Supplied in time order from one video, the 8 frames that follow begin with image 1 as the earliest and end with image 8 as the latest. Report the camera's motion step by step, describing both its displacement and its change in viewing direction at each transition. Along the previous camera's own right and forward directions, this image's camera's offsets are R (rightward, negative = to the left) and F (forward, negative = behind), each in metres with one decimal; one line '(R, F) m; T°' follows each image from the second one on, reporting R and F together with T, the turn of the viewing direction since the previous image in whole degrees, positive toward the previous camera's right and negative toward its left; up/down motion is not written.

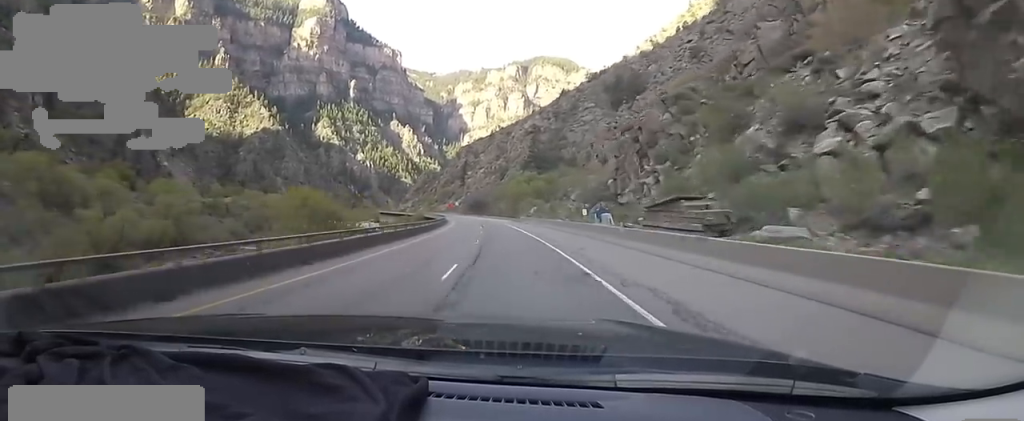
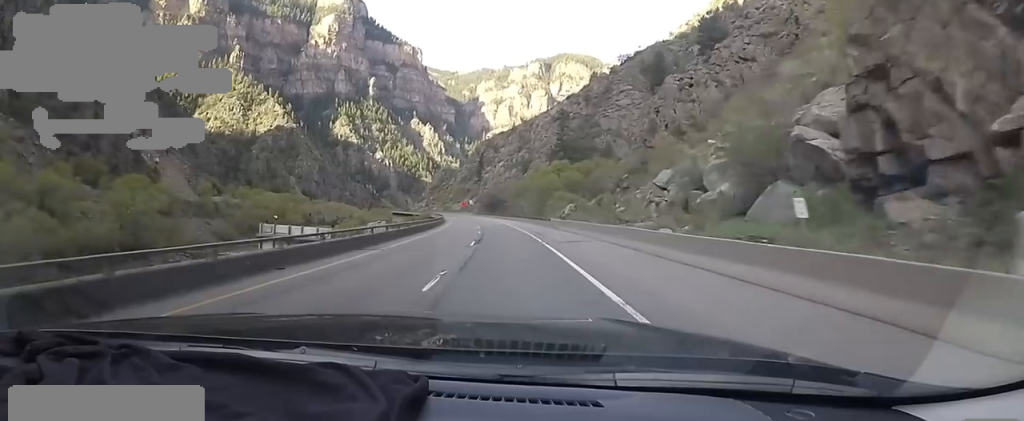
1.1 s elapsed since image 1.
(-1.0, +26.4) m; 0°
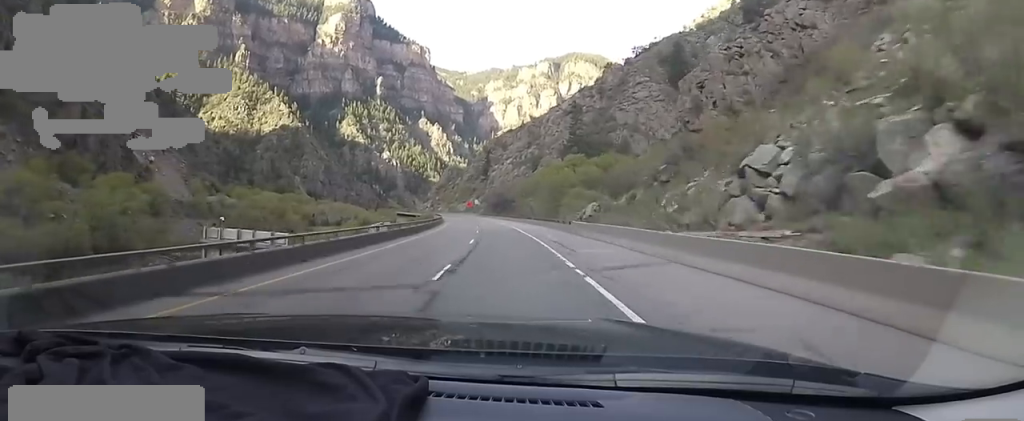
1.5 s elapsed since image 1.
(+0.8, +10.7) m; 0°
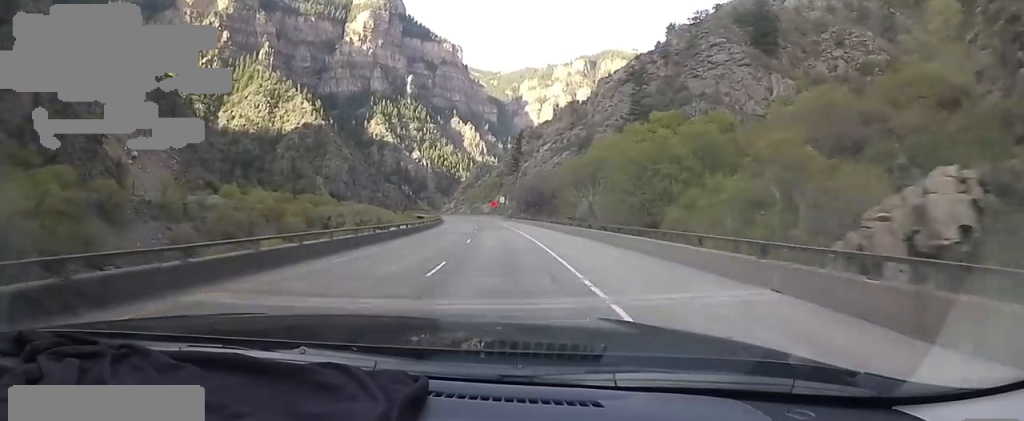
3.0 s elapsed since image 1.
(-2.1, +36.0) m; -7°
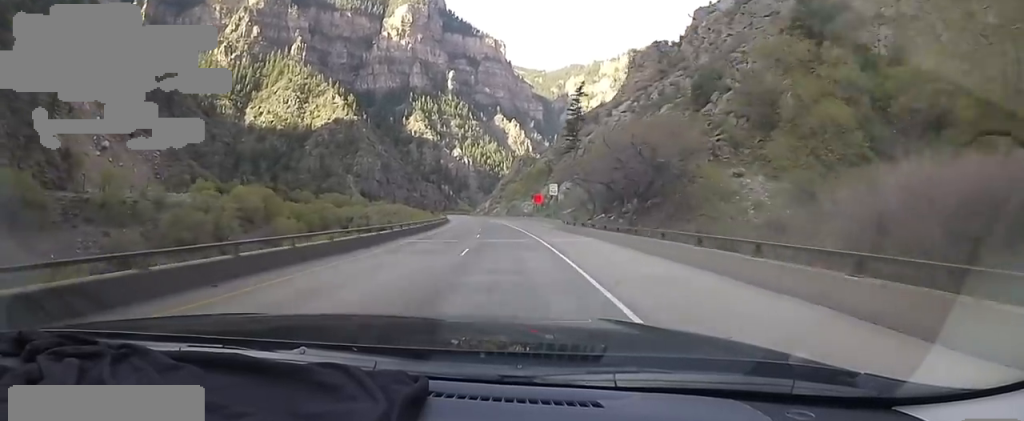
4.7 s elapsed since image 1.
(-1.3, +43.6) m; -4°
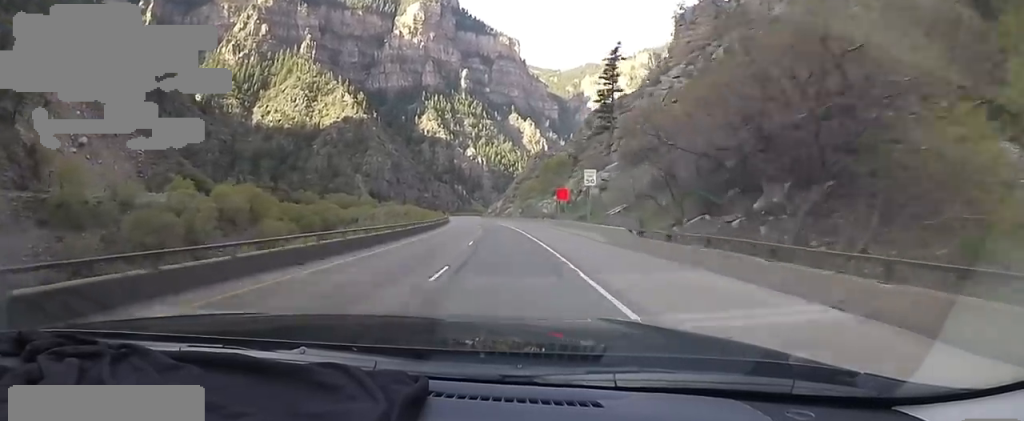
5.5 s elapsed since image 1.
(-0.7, +18.0) m; -3°
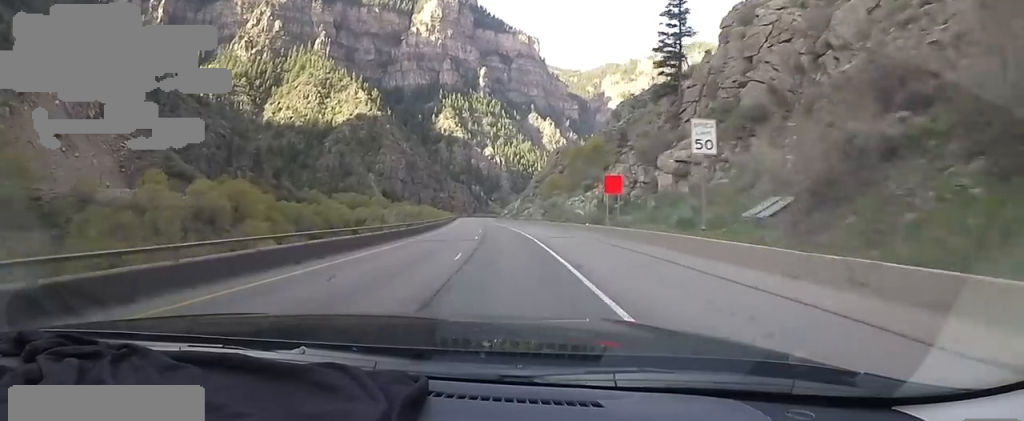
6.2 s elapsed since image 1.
(-0.6, +18.9) m; -3°
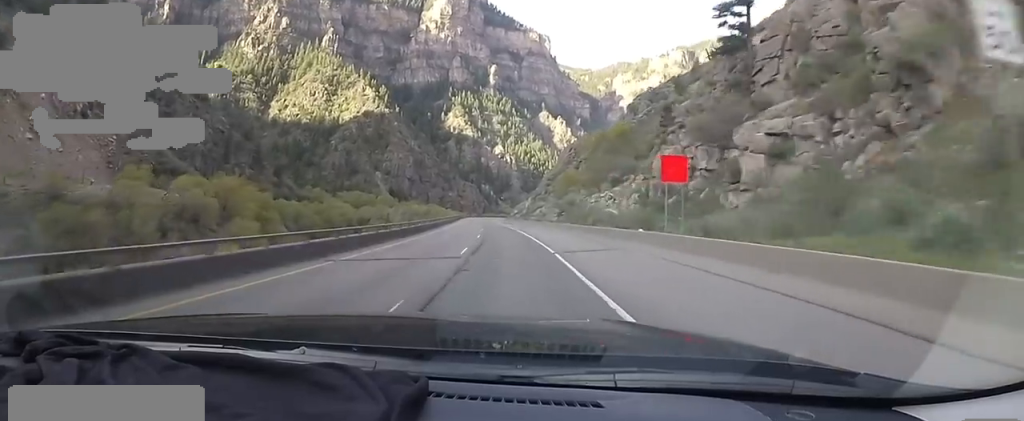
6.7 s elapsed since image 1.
(-0.1, +10.8) m; -2°
